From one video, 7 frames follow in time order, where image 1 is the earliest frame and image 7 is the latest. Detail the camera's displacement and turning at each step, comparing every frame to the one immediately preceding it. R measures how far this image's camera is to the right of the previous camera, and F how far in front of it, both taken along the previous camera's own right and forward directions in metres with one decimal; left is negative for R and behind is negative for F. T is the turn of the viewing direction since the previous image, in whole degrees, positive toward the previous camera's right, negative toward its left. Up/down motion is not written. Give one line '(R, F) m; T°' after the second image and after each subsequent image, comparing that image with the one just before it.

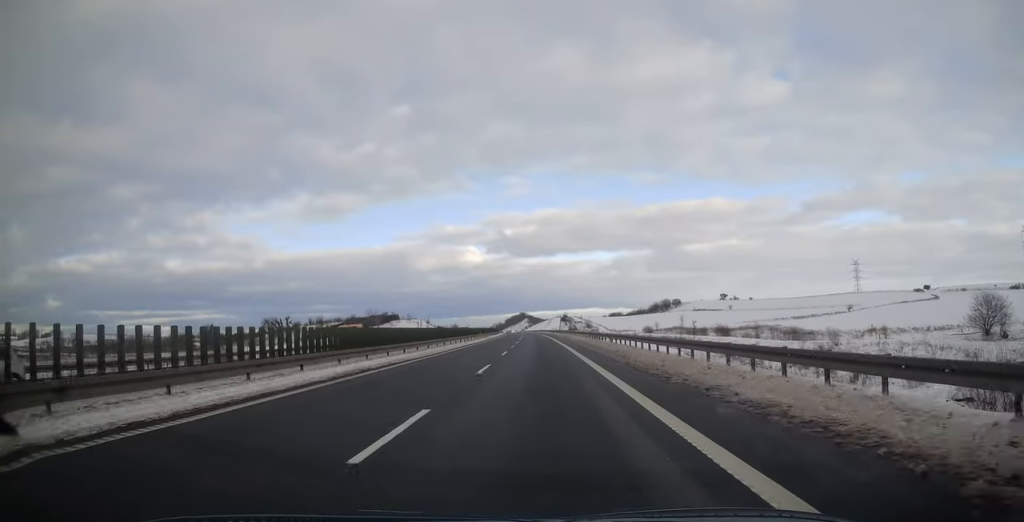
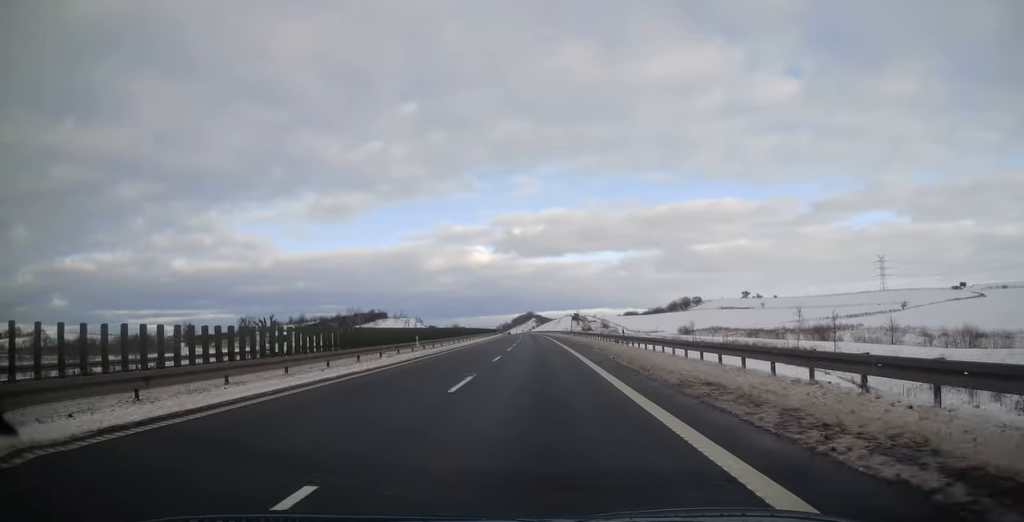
(-0.5, +41.2) m; 0°
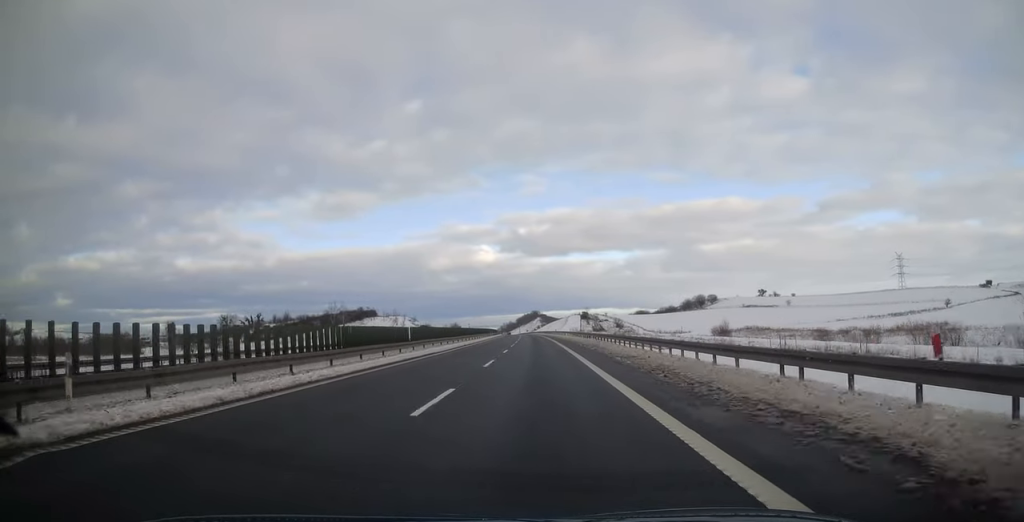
(+0.4, +27.5) m; -1°
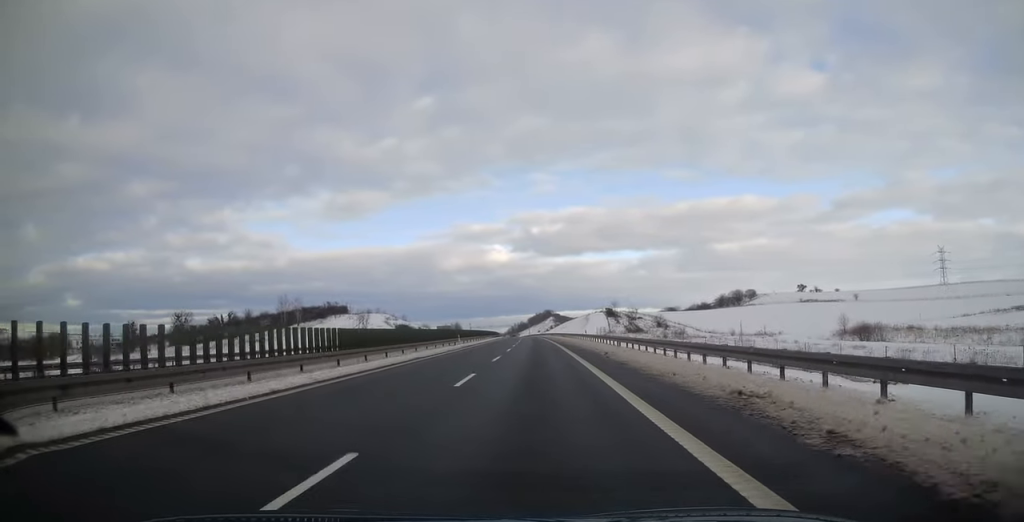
(-1.0, +55.1) m; -1°
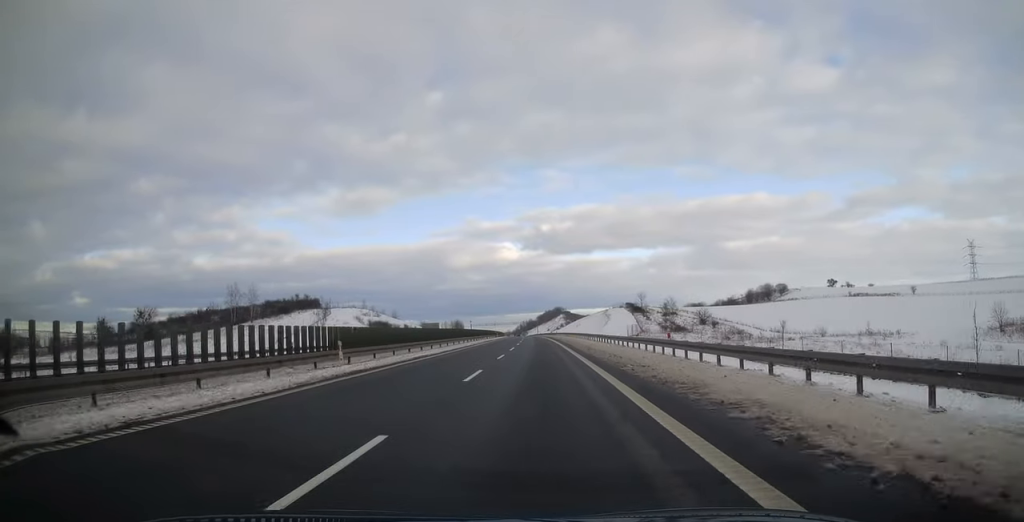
(-0.6, +35.0) m; -1°
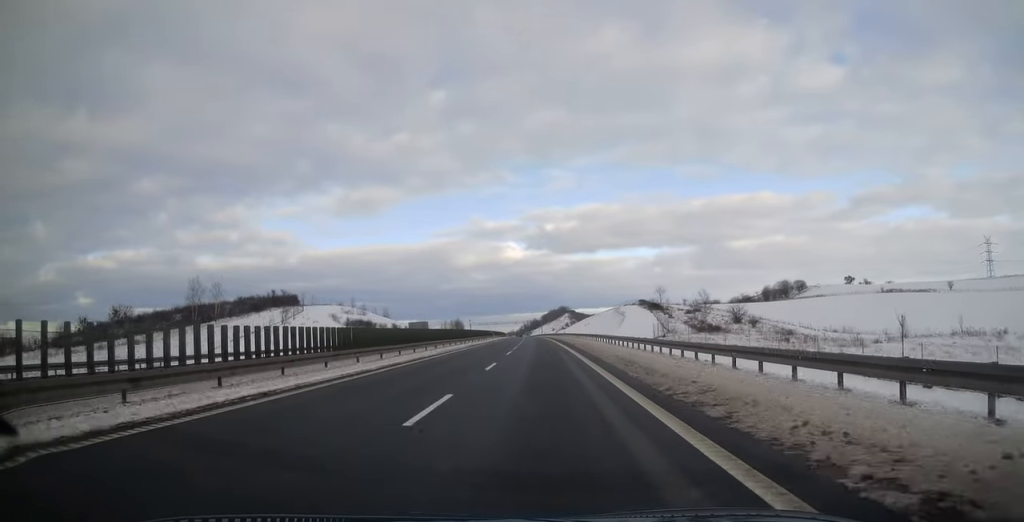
(+0.1, +19.1) m; 0°
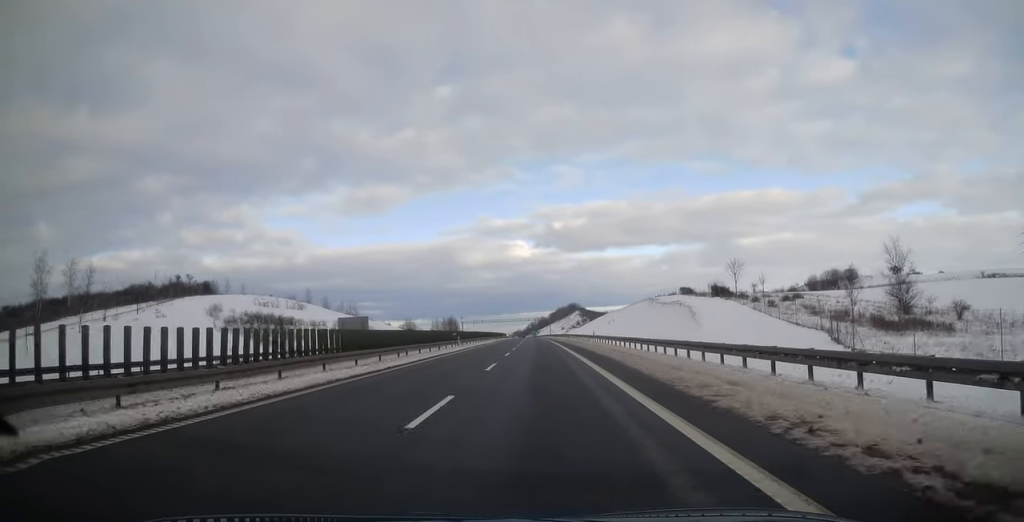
(-0.3, +48.3) m; -2°
